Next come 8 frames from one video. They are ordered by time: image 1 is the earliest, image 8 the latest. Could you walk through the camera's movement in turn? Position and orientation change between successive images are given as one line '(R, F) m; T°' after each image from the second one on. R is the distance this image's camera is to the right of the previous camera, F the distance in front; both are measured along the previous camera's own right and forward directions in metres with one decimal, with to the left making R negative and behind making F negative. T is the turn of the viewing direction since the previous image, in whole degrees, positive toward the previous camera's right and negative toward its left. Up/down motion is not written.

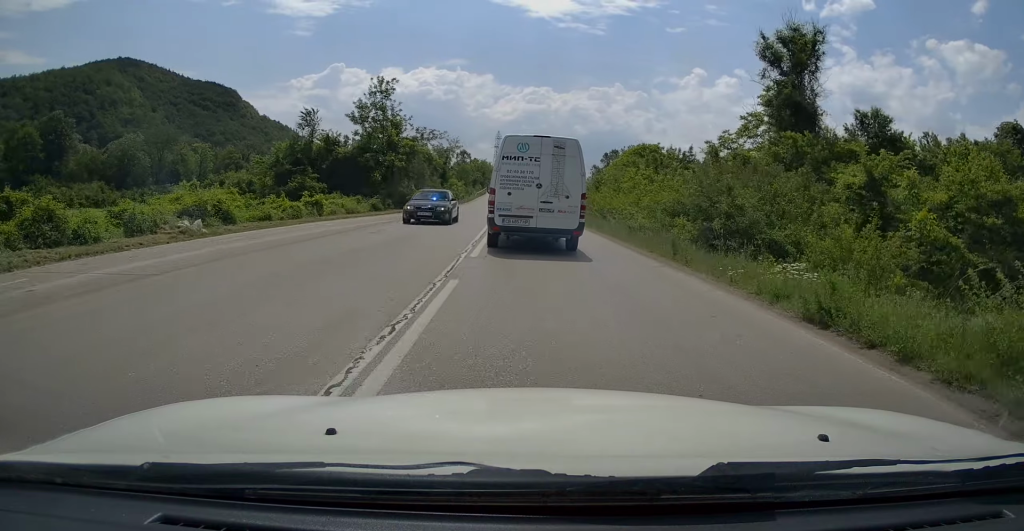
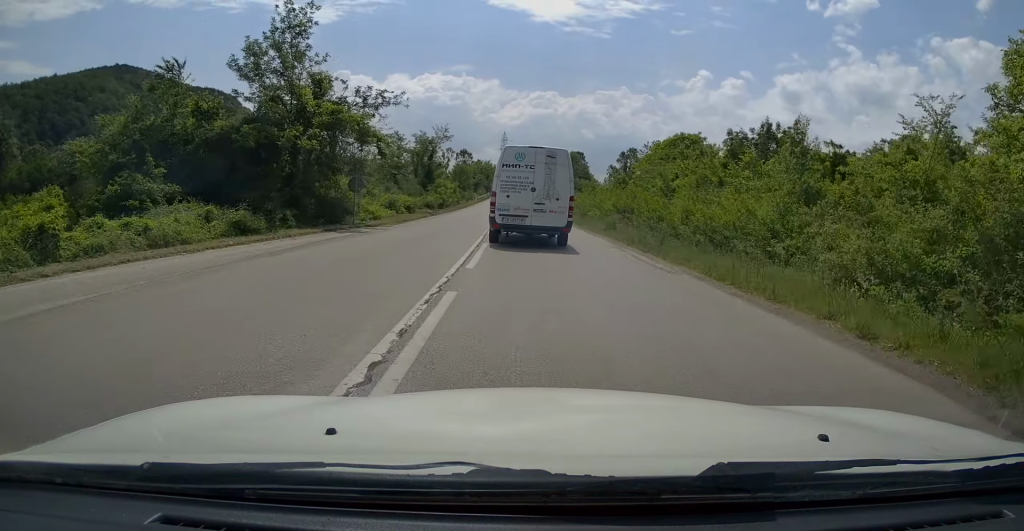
(-0.1, +18.9) m; -1°
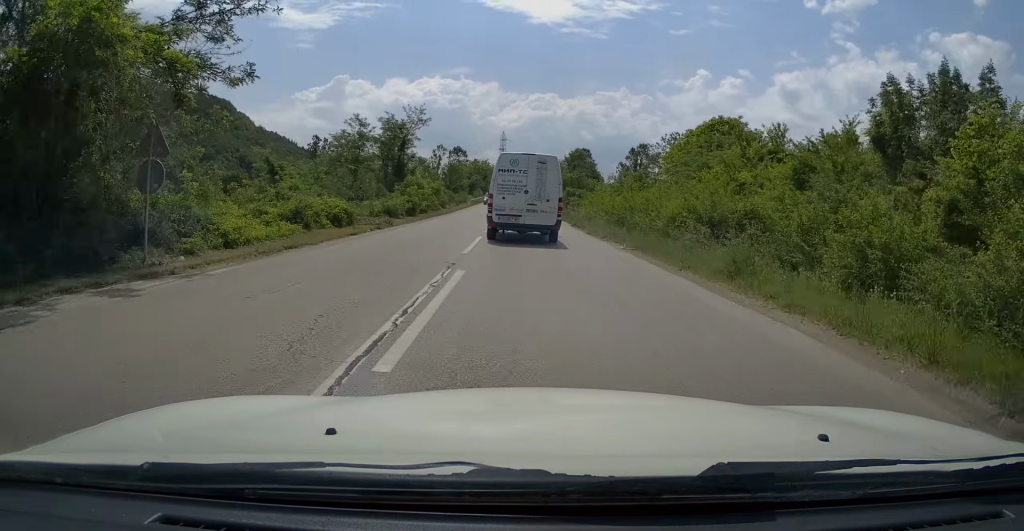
(-0.2, +14.6) m; -2°
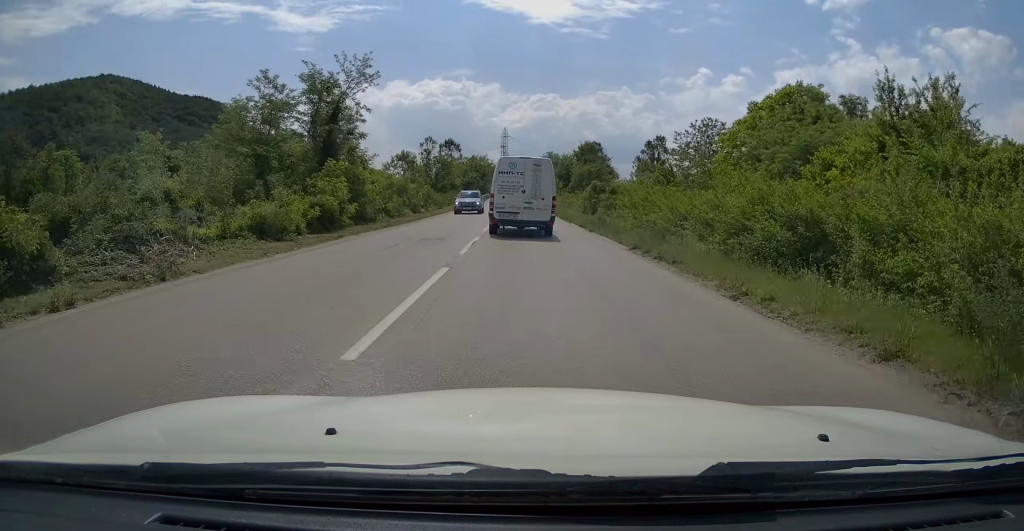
(-0.4, +17.2) m; -1°
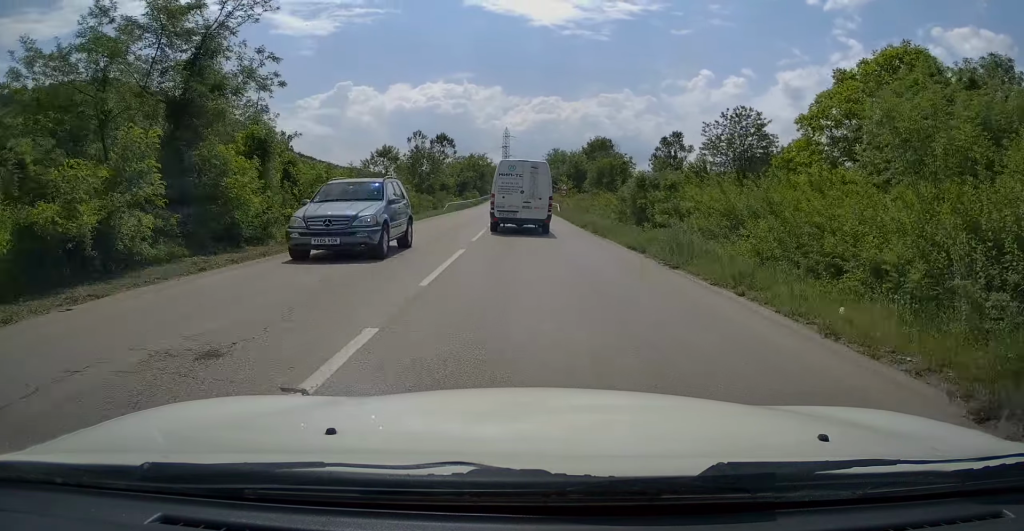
(+0.1, +13.1) m; +1°
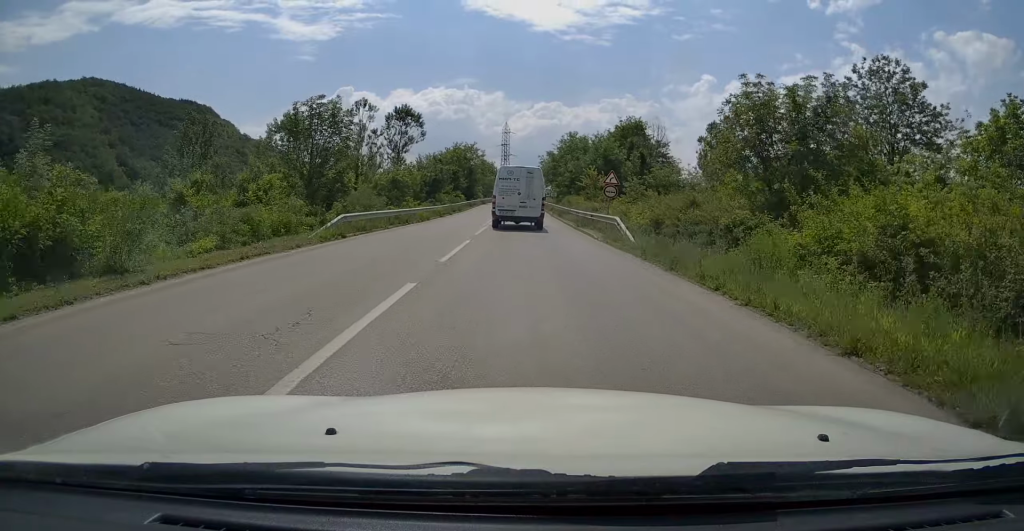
(+0.5, +31.9) m; +1°
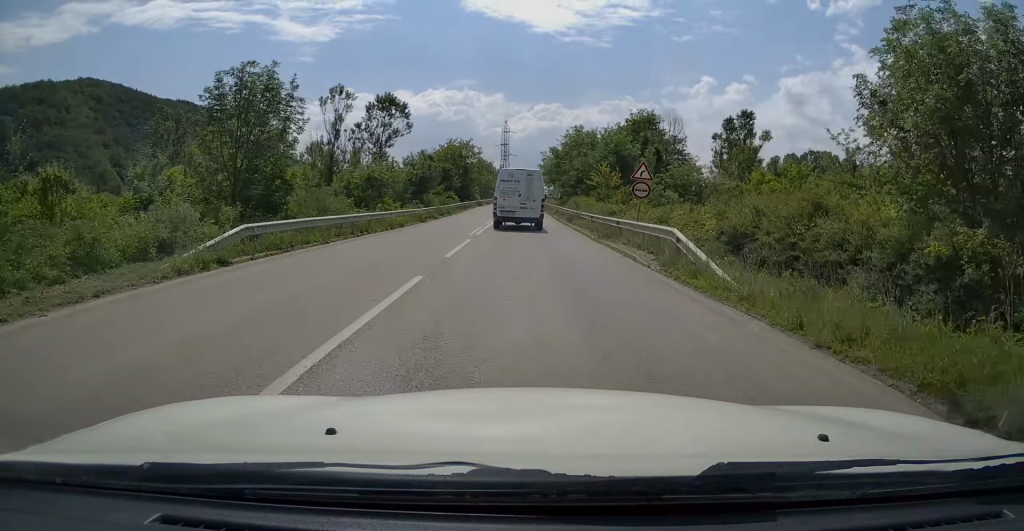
(+0.1, +7.9) m; 0°
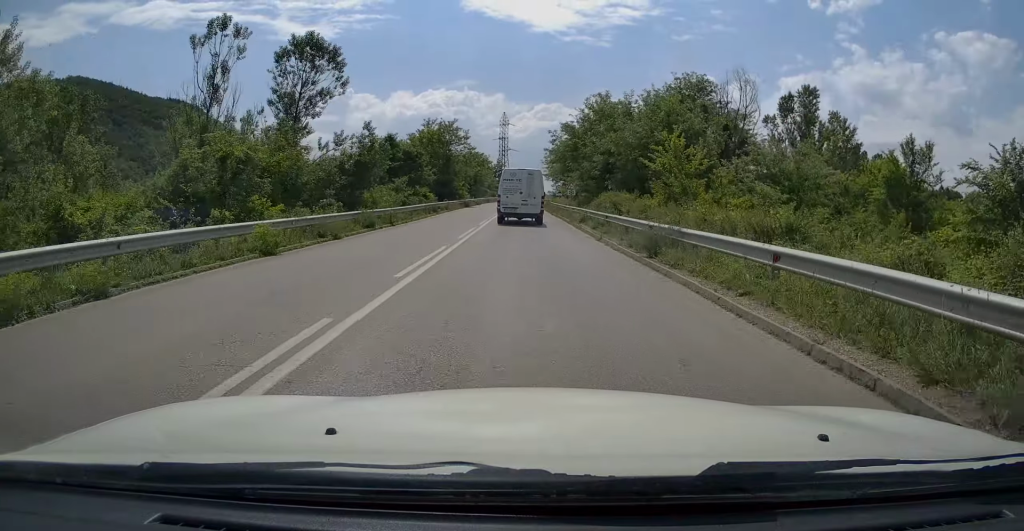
(-0.2, +20.8) m; -1°
